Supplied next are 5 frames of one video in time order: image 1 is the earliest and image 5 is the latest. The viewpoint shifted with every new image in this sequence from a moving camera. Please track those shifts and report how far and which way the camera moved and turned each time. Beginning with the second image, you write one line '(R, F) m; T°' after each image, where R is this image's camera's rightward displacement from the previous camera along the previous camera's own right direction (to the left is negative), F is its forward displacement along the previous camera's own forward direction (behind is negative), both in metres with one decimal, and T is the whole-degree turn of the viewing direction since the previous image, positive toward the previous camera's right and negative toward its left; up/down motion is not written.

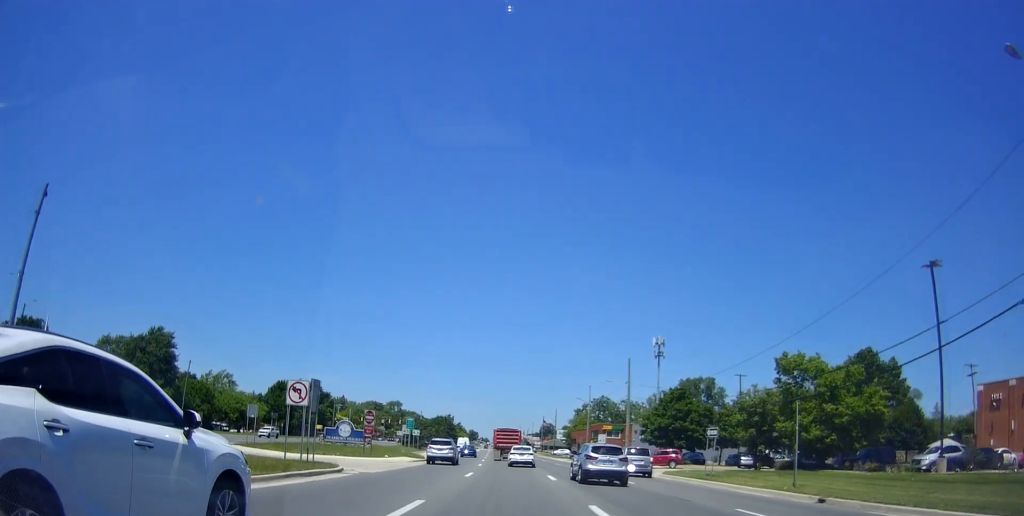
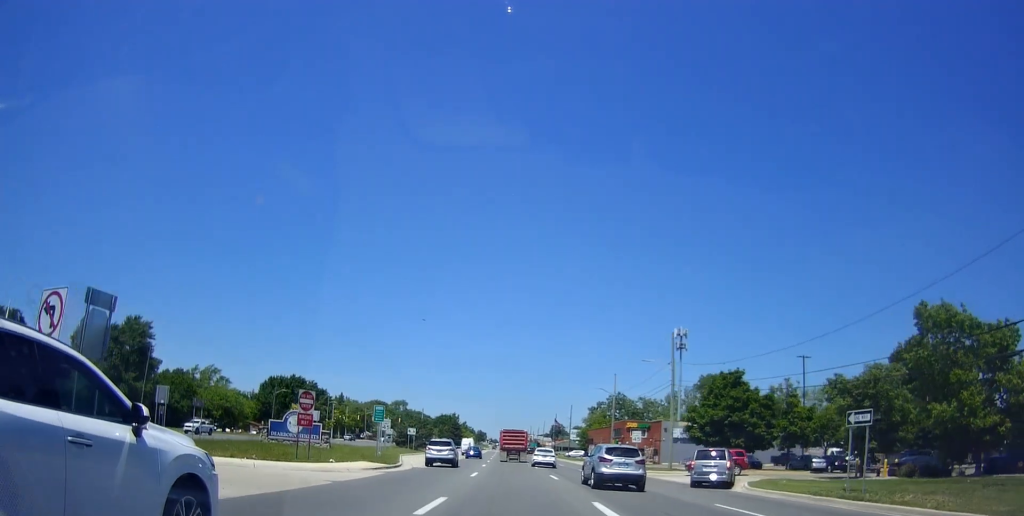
(0.0, +13.8) m; 0°
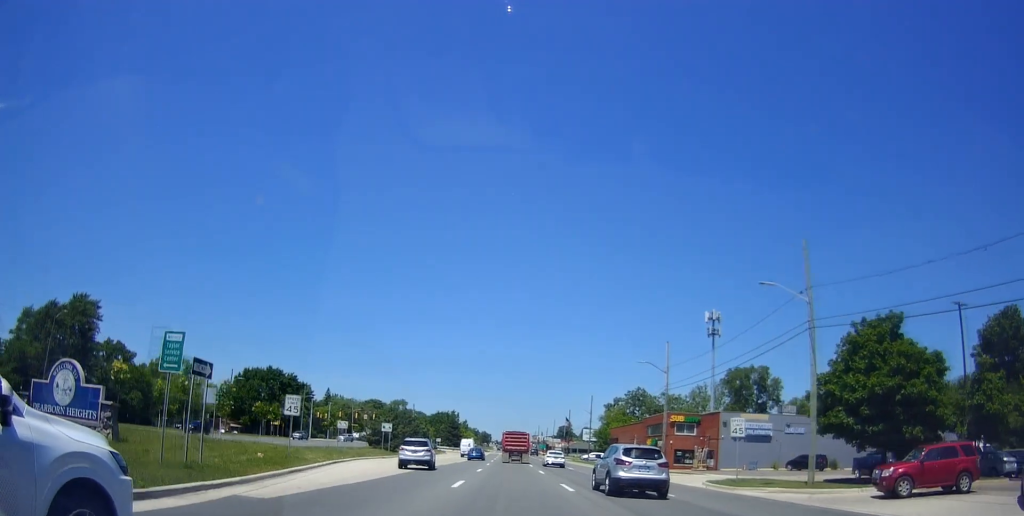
(-0.2, +22.2) m; -3°
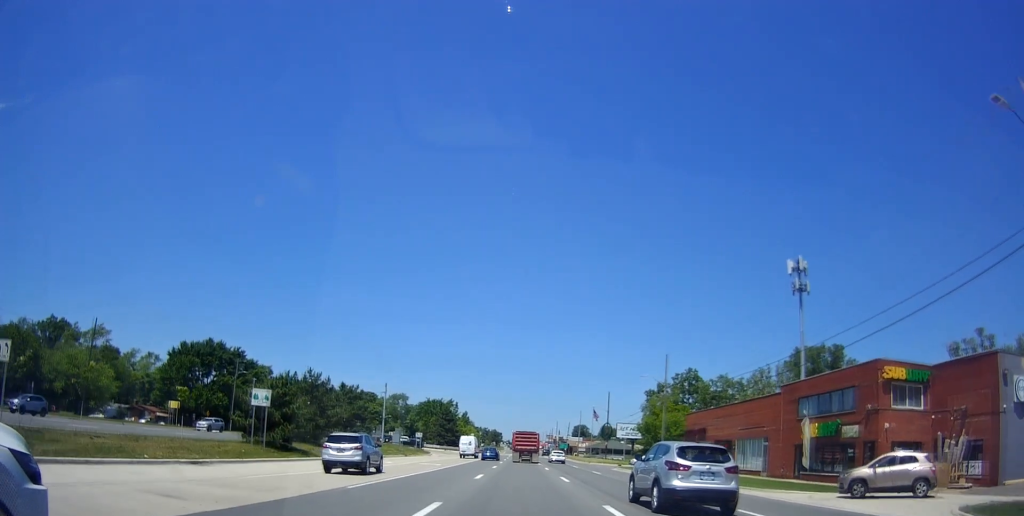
(+0.5, +39.8) m; +2°
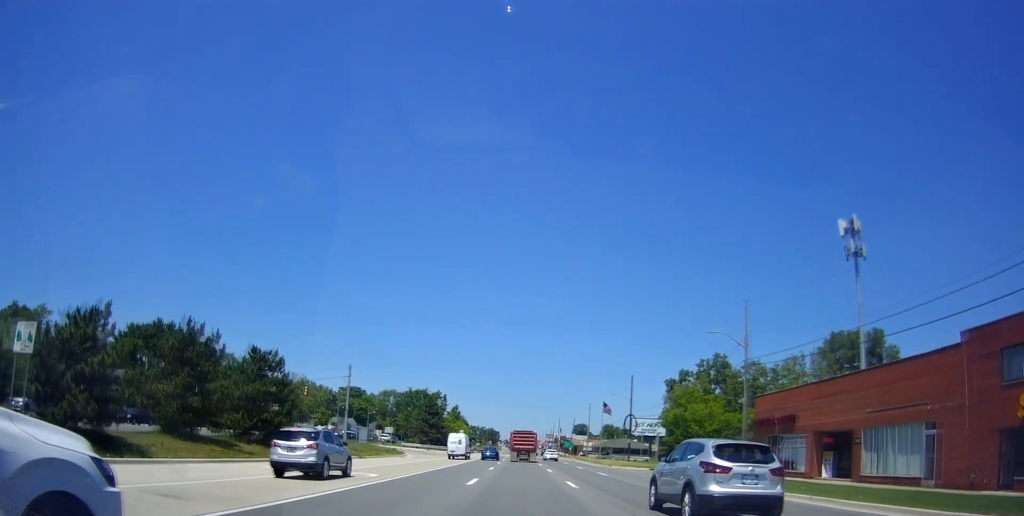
(-0.4, +19.8) m; -2°
